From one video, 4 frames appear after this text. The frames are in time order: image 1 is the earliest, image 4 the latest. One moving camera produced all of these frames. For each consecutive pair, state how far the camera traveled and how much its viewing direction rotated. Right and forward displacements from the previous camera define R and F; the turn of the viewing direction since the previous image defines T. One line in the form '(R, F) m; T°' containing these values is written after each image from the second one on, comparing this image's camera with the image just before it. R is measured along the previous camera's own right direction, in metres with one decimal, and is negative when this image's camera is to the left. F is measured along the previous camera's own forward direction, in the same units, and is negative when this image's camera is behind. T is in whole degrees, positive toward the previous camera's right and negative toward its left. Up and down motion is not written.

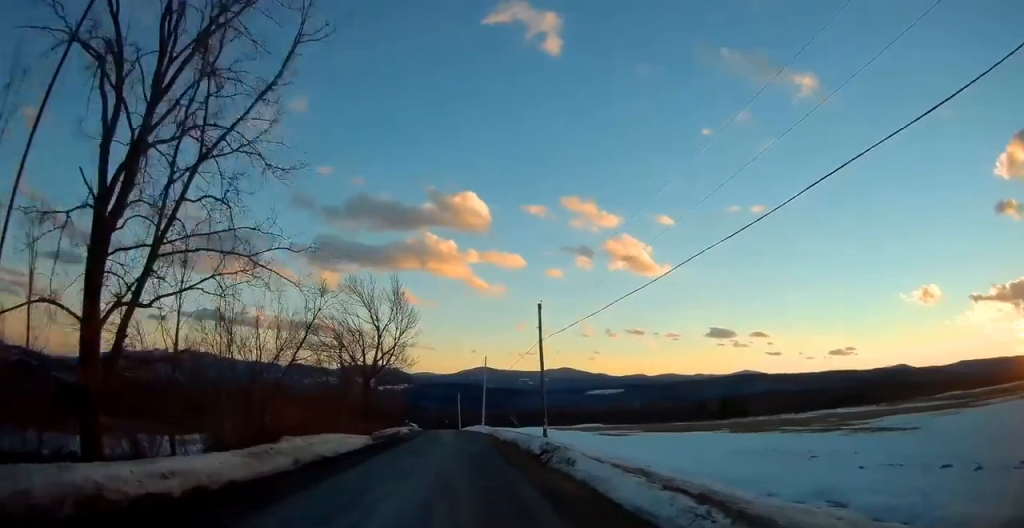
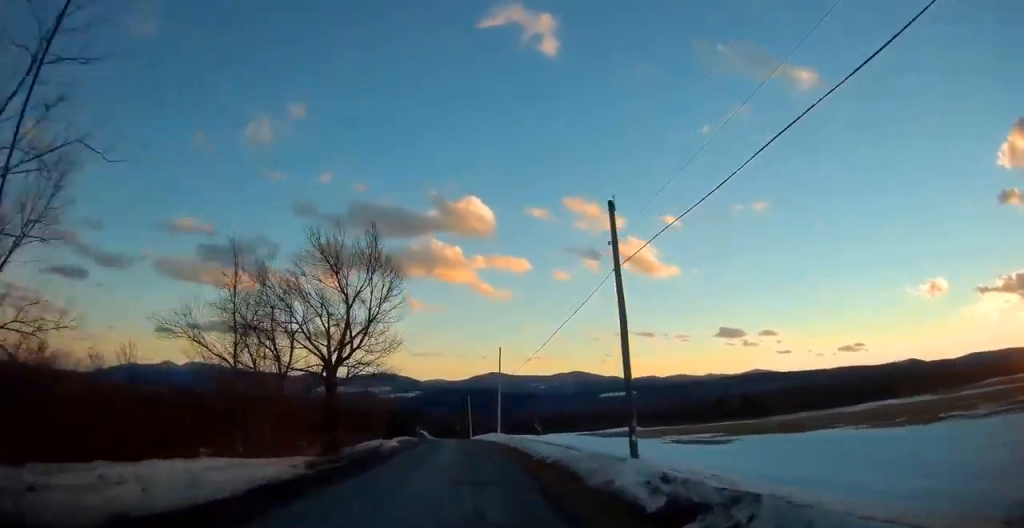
(+0.1, +17.7) m; -1°
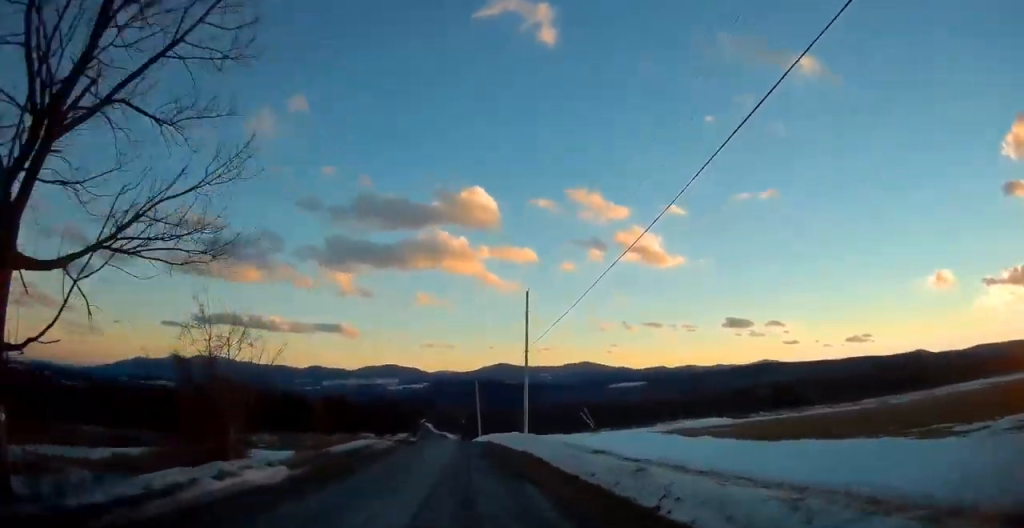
(-0.8, +30.1) m; -1°
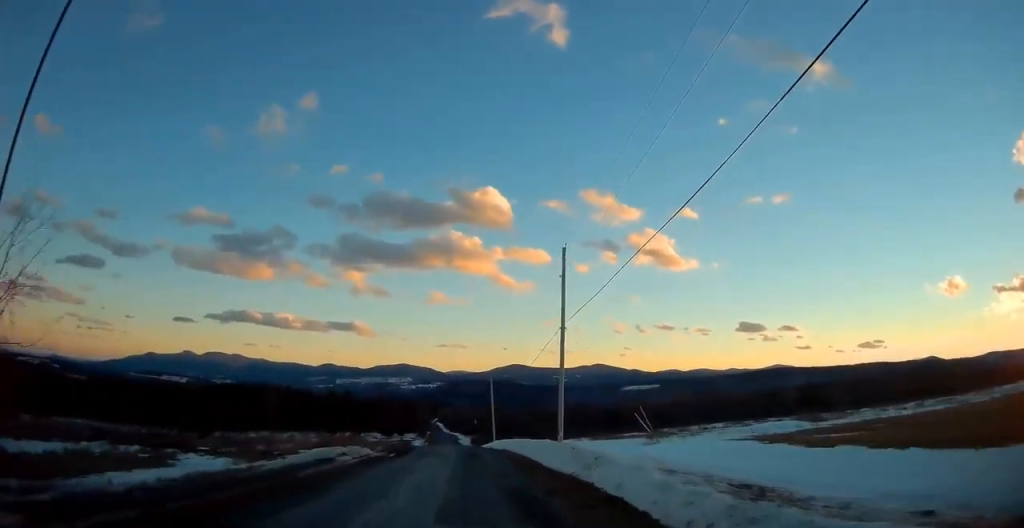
(+0.1, +13.4) m; 0°
